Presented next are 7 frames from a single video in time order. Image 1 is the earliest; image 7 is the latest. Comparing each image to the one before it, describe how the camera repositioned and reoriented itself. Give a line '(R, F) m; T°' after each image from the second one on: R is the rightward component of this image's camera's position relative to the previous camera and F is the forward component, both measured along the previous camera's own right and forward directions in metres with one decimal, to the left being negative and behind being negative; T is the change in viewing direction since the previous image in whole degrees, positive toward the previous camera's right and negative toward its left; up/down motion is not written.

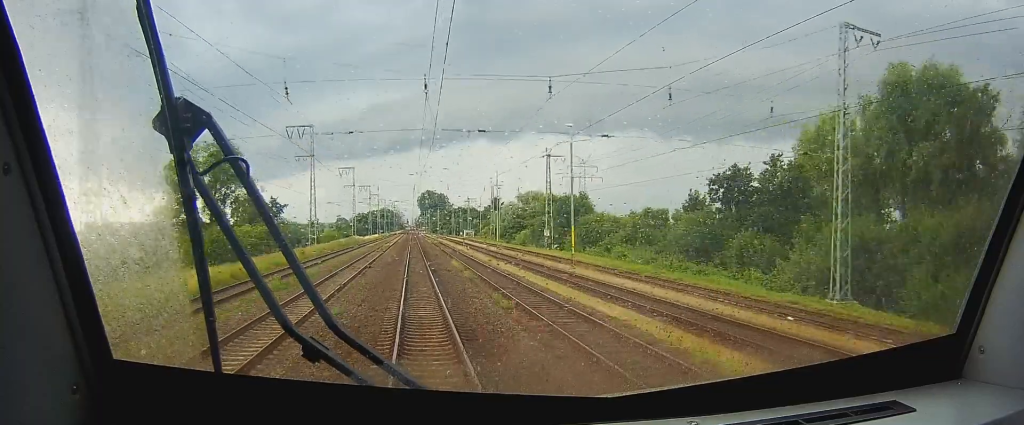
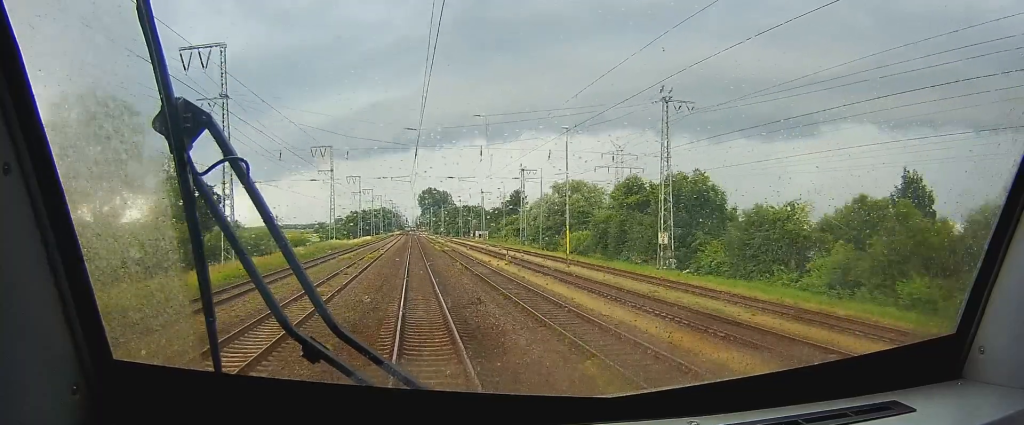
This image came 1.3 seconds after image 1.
(+0.3, +42.2) m; 0°
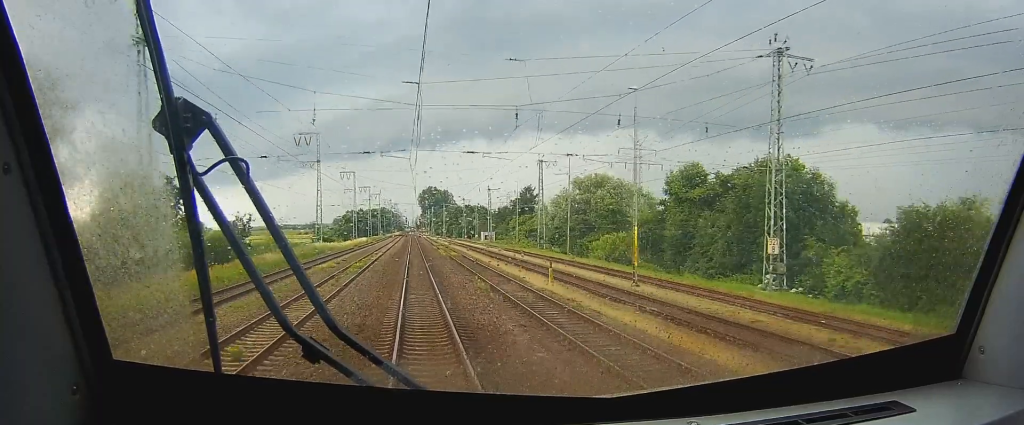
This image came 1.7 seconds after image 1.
(0.0, +15.5) m; 0°
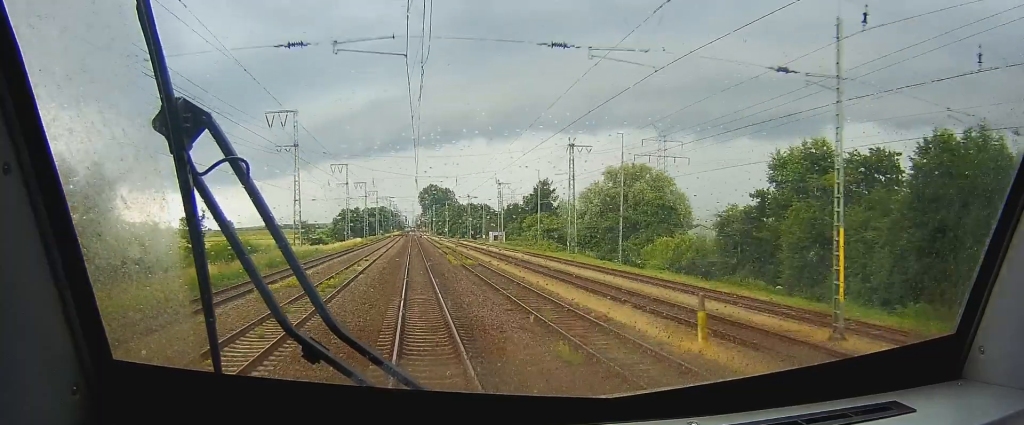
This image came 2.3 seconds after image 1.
(0.0, +18.8) m; 0°
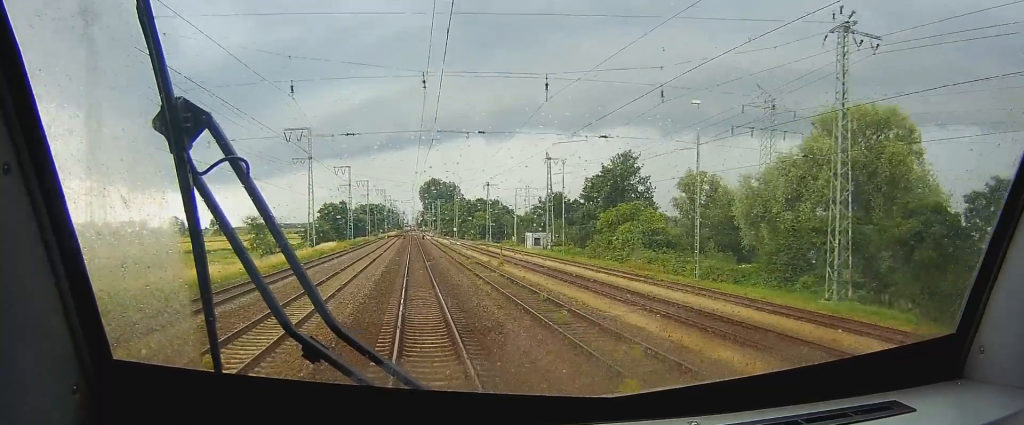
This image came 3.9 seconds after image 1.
(0.0, +52.1) m; 0°
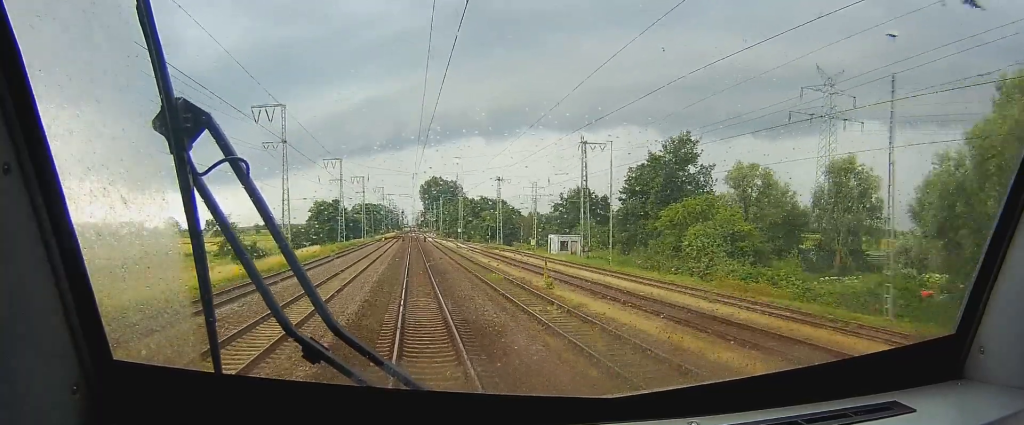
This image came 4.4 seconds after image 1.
(0.0, +19.1) m; 0°
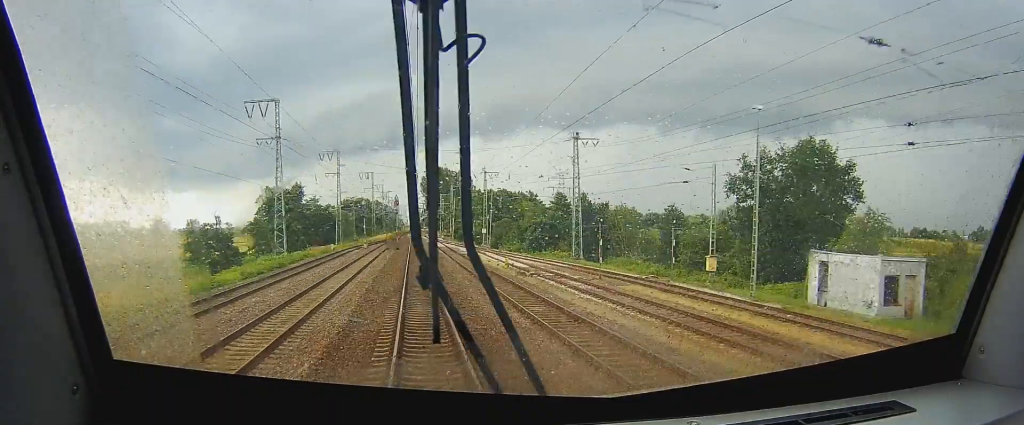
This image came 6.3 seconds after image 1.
(0.0, +63.0) m; 0°
